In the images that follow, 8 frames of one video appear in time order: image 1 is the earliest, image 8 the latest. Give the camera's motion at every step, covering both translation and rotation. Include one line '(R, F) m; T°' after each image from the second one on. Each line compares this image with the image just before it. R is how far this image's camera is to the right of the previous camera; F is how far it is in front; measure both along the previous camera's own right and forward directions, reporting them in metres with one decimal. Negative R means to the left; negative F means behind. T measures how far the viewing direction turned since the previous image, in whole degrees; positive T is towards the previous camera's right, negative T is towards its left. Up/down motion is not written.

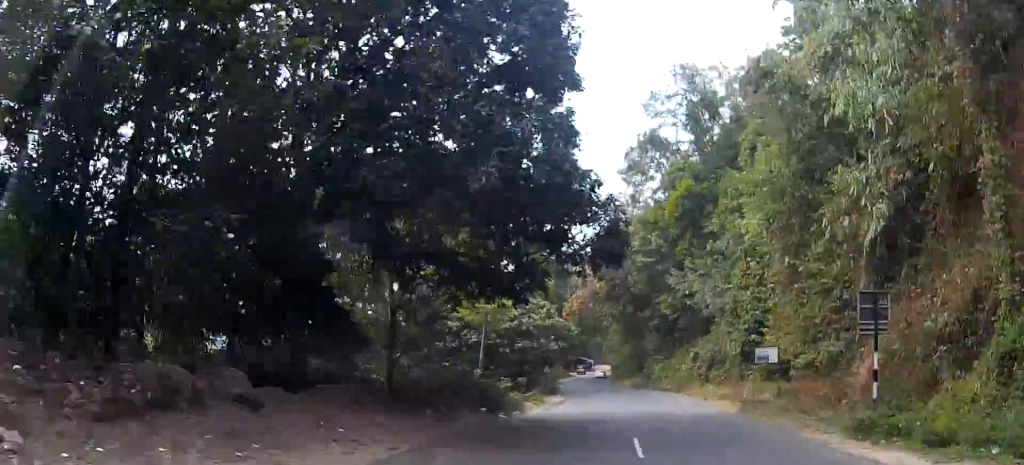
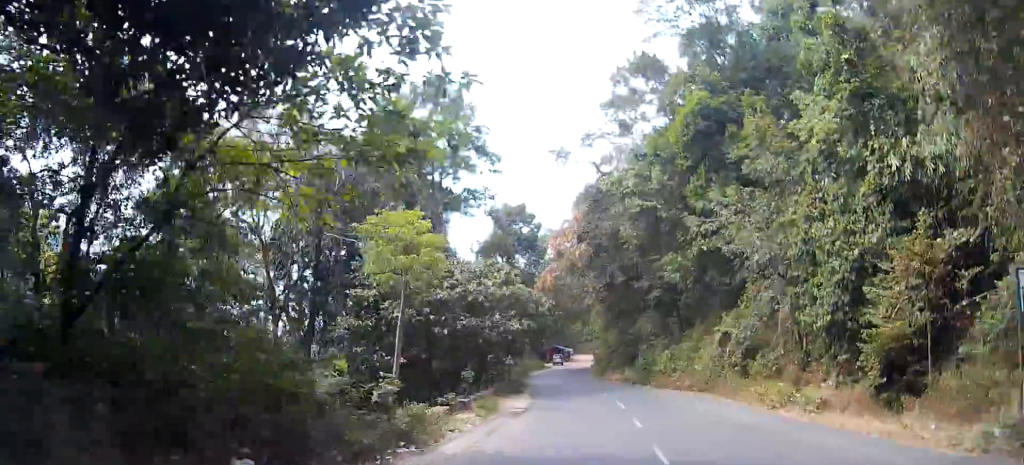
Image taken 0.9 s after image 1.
(-0.3, +15.6) m; +1°
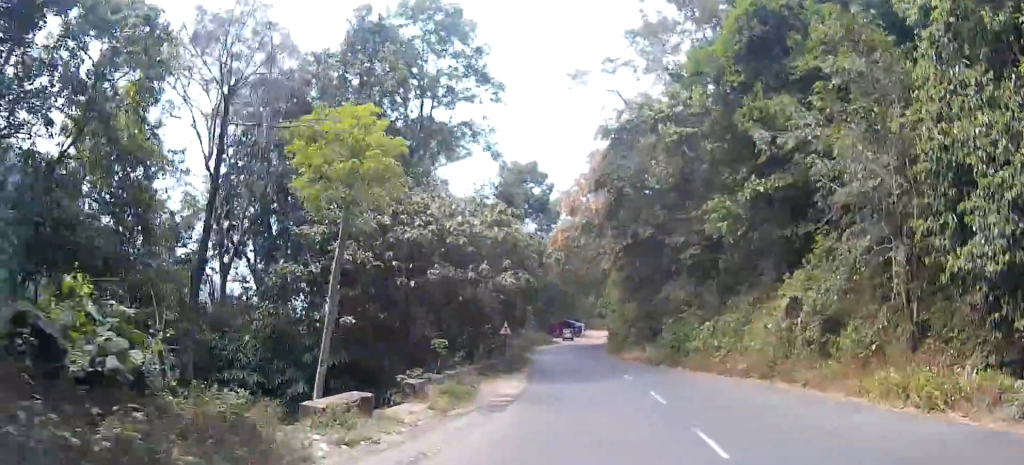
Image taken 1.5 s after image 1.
(+0.3, +9.0) m; +1°
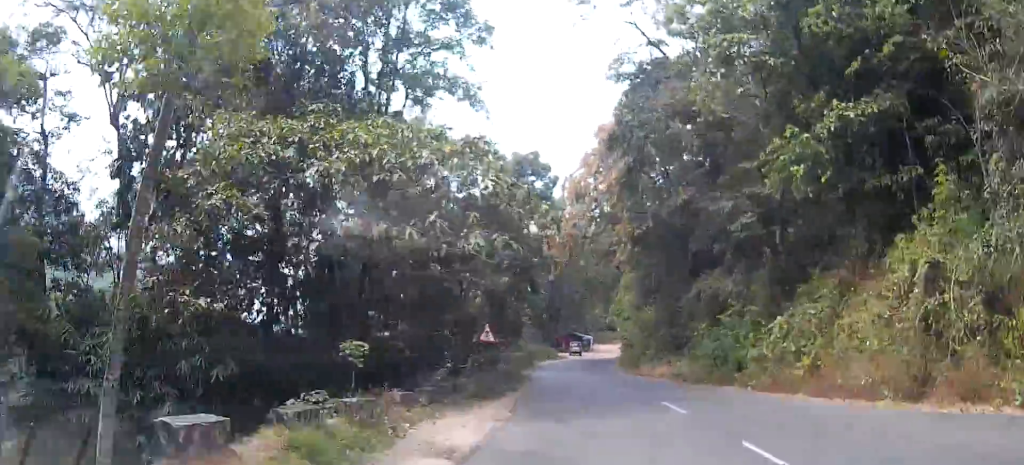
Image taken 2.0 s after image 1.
(+0.2, +9.6) m; +1°
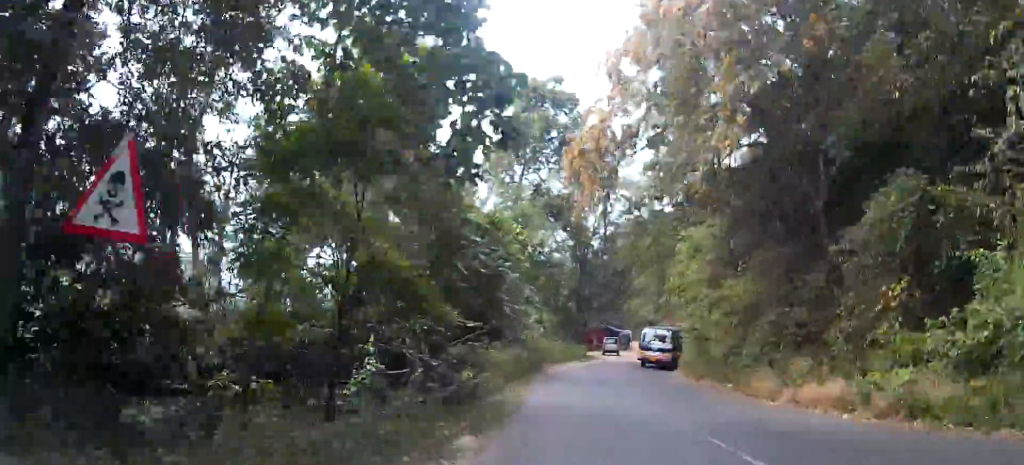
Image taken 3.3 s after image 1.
(-0.3, +21.4) m; -1°
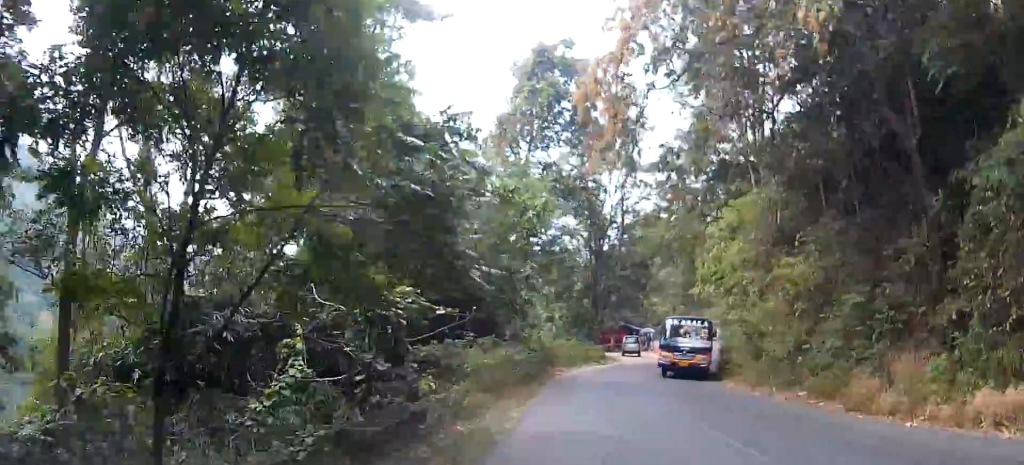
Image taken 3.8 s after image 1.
(-0.2, +7.7) m; +1°
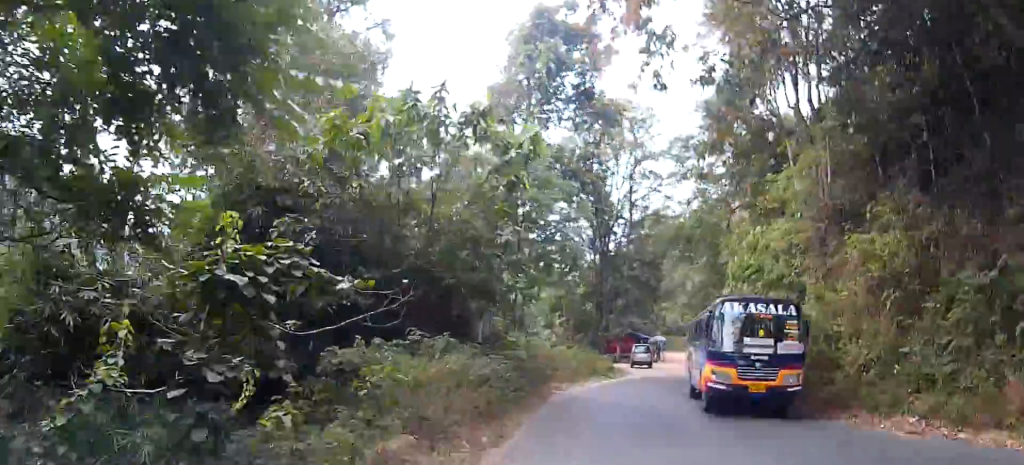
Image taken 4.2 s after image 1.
(+0.1, +7.4) m; +2°
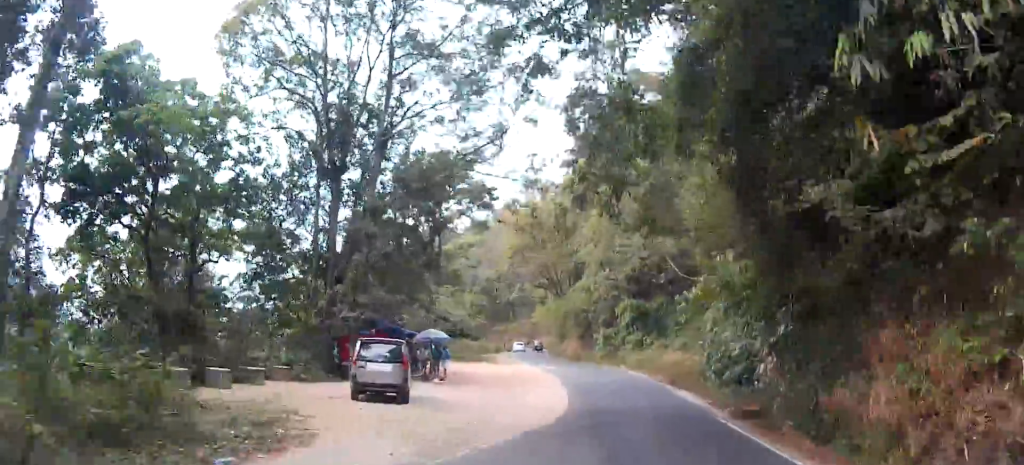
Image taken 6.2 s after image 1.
(+3.7, +29.5) m; +14°
